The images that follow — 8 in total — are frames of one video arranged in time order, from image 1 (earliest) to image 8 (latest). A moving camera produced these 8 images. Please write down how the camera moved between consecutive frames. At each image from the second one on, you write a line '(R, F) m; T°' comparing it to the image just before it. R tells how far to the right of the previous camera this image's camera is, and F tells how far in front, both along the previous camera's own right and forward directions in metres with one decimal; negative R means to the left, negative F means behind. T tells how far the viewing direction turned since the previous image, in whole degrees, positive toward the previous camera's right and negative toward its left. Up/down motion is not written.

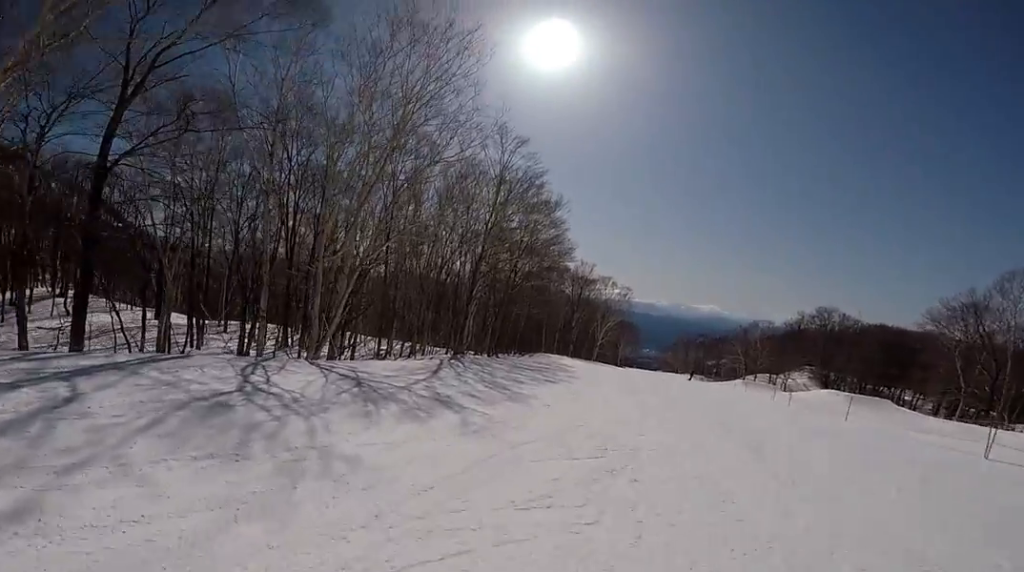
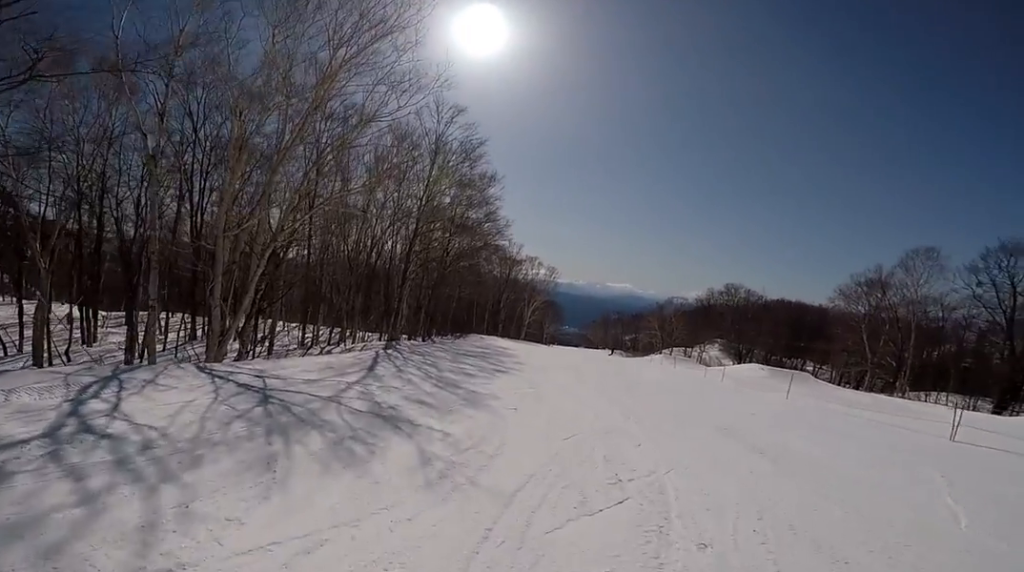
(+0.1, +2.4) m; +8°
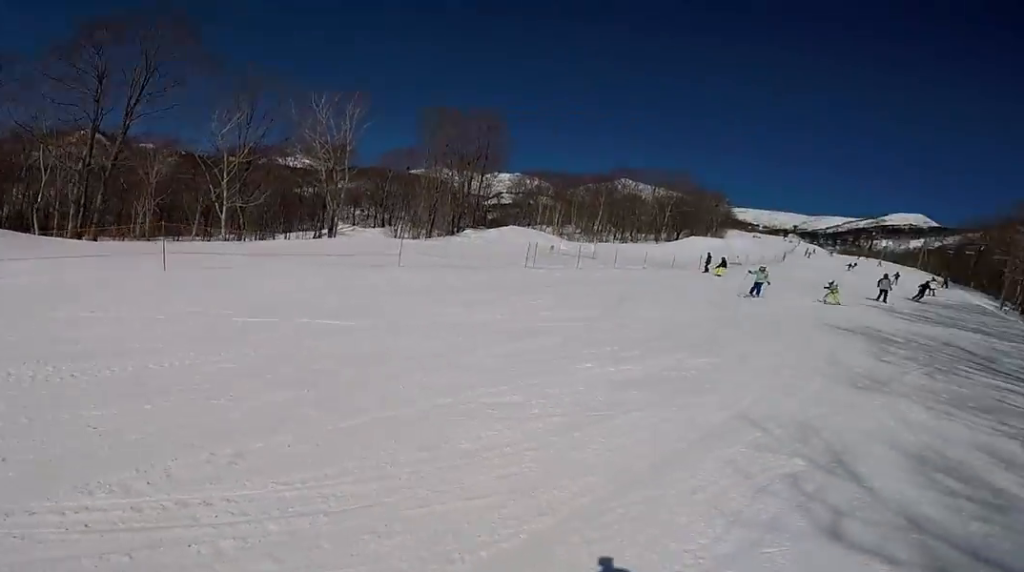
(+2.0, +7.8) m; +35°
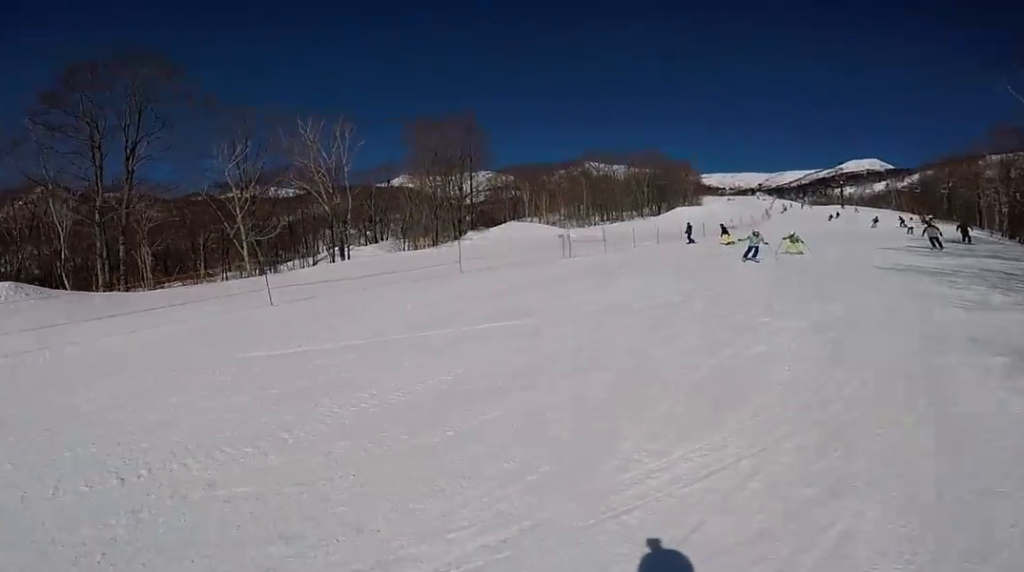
(+0.3, +2.8) m; +11°
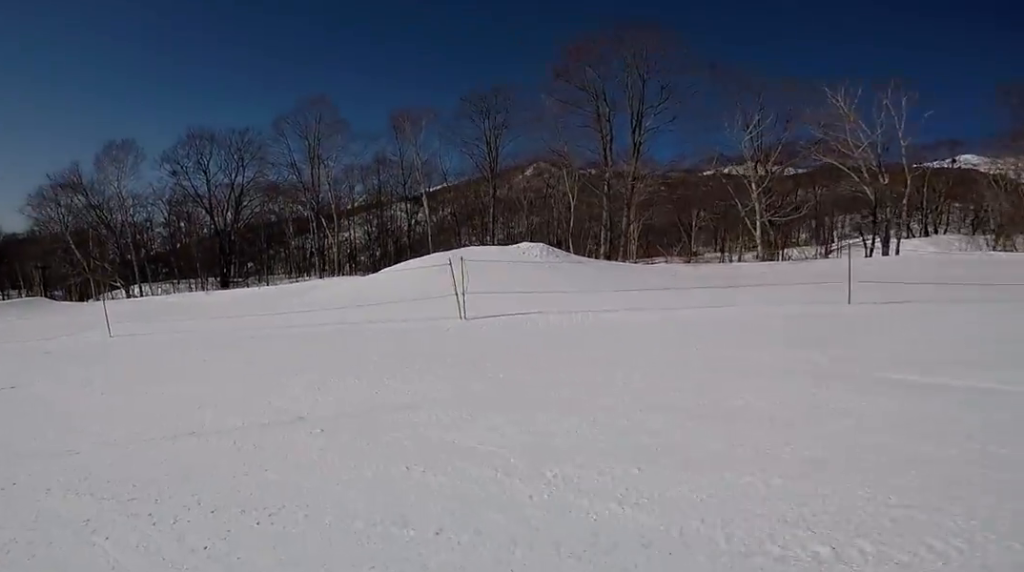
(+0.9, +1.9) m; -8°
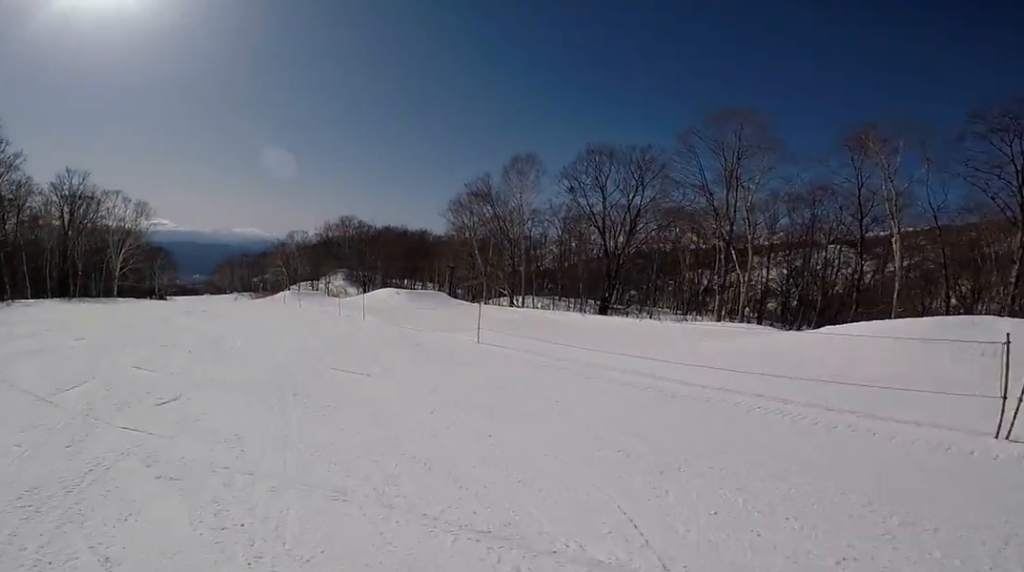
(-0.4, +1.8) m; -13°
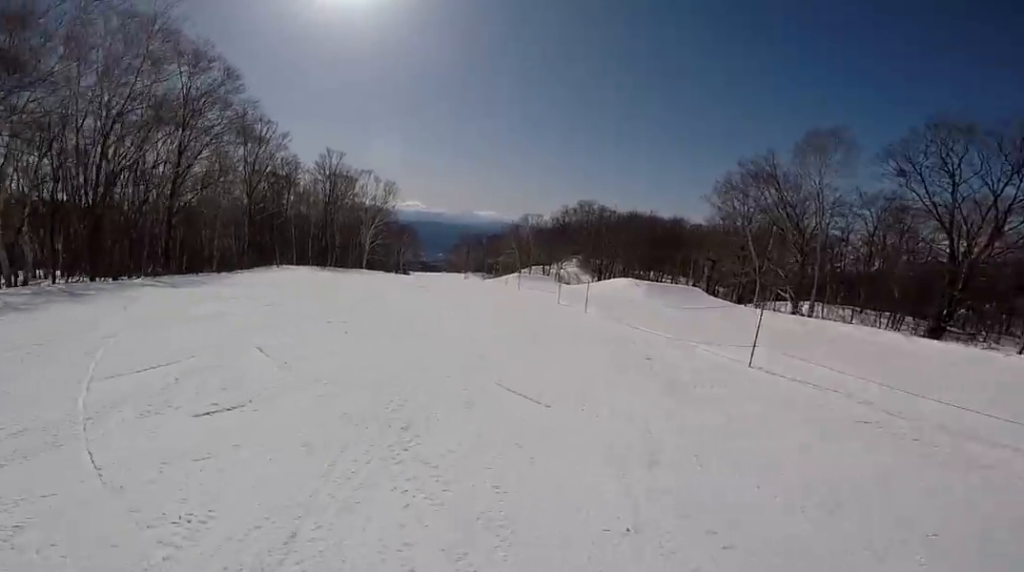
(-1.2, +2.8) m; -18°
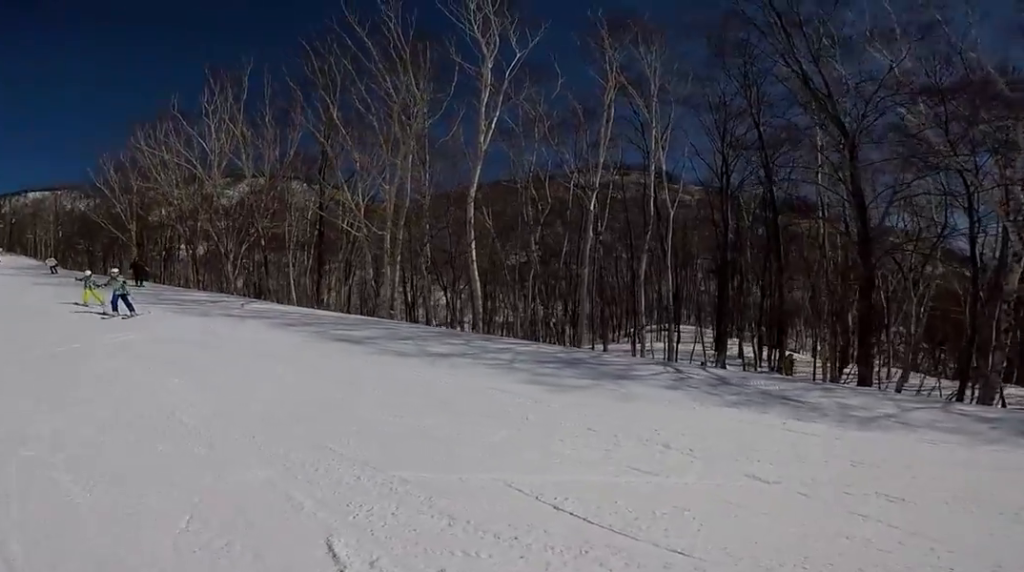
(-0.5, +5.1) m; -29°
